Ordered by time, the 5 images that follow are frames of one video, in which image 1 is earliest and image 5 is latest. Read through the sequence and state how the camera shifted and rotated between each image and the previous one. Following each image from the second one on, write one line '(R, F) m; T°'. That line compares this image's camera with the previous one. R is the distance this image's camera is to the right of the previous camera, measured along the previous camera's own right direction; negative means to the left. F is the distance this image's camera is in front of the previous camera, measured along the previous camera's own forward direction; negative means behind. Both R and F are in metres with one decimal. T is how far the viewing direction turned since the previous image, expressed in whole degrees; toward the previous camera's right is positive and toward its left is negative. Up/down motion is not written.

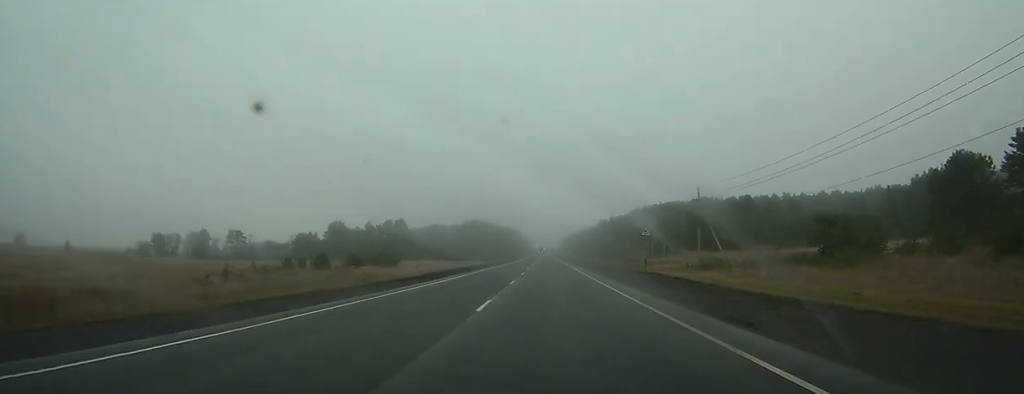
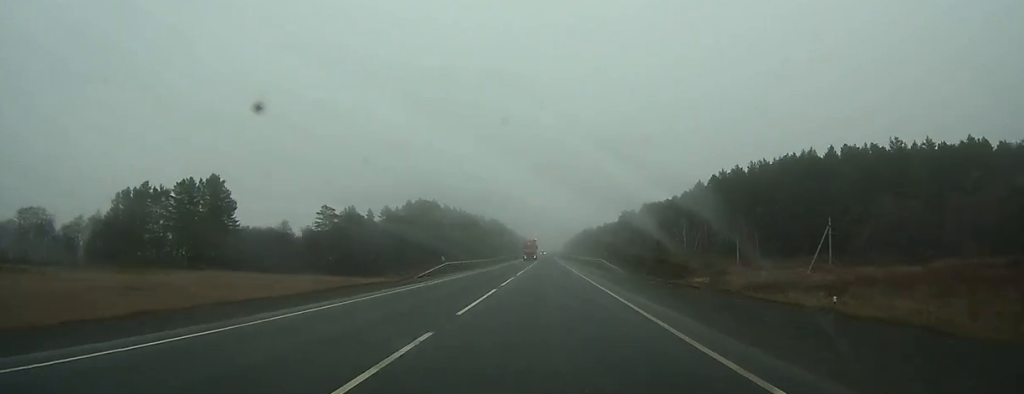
(+0.4, +180.1) m; 0°
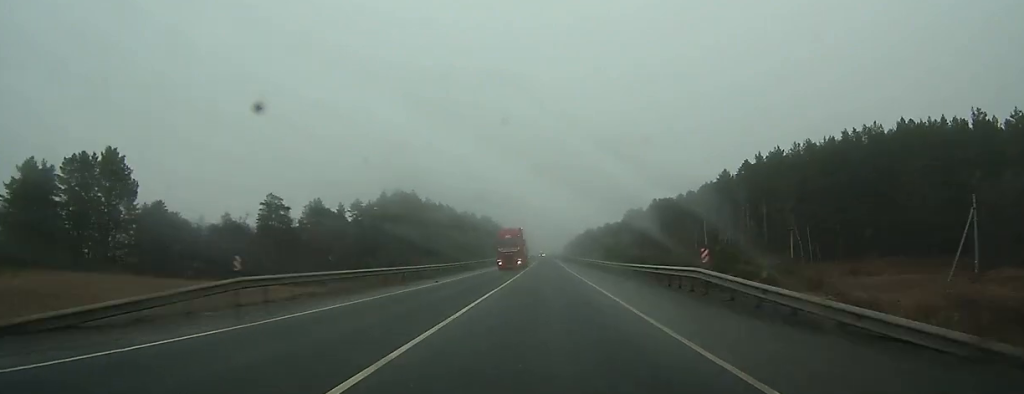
(-0.1, +34.9) m; 0°
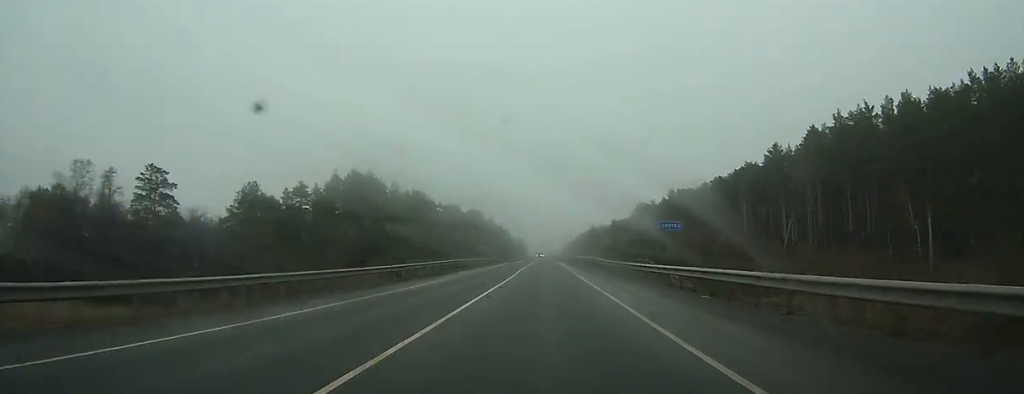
(-0.1, +45.4) m; 0°
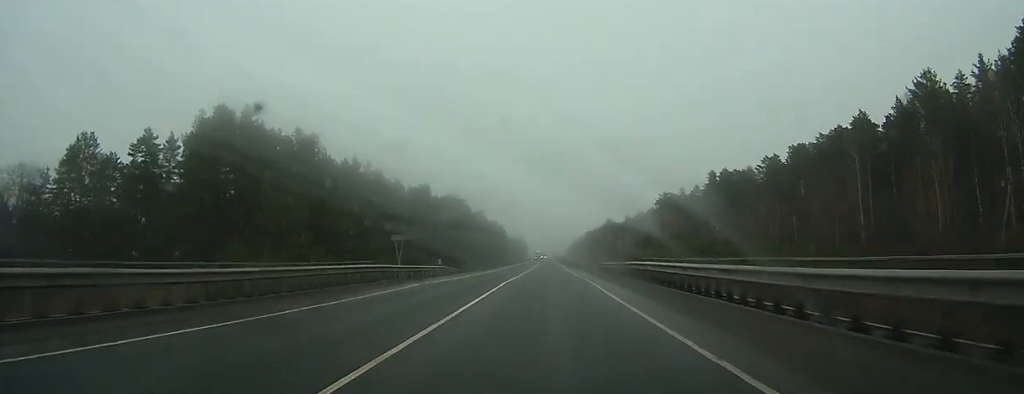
(-0.1, +63.8) m; 0°
